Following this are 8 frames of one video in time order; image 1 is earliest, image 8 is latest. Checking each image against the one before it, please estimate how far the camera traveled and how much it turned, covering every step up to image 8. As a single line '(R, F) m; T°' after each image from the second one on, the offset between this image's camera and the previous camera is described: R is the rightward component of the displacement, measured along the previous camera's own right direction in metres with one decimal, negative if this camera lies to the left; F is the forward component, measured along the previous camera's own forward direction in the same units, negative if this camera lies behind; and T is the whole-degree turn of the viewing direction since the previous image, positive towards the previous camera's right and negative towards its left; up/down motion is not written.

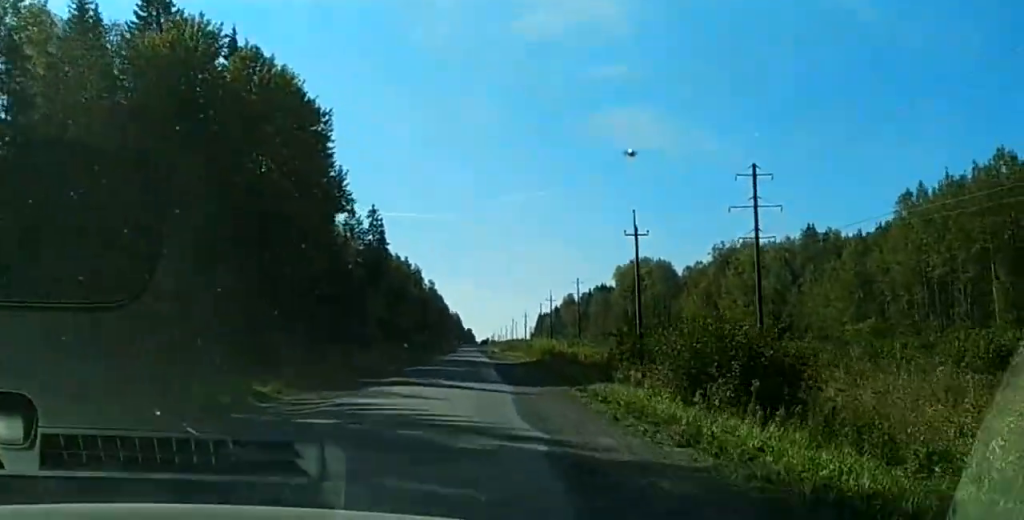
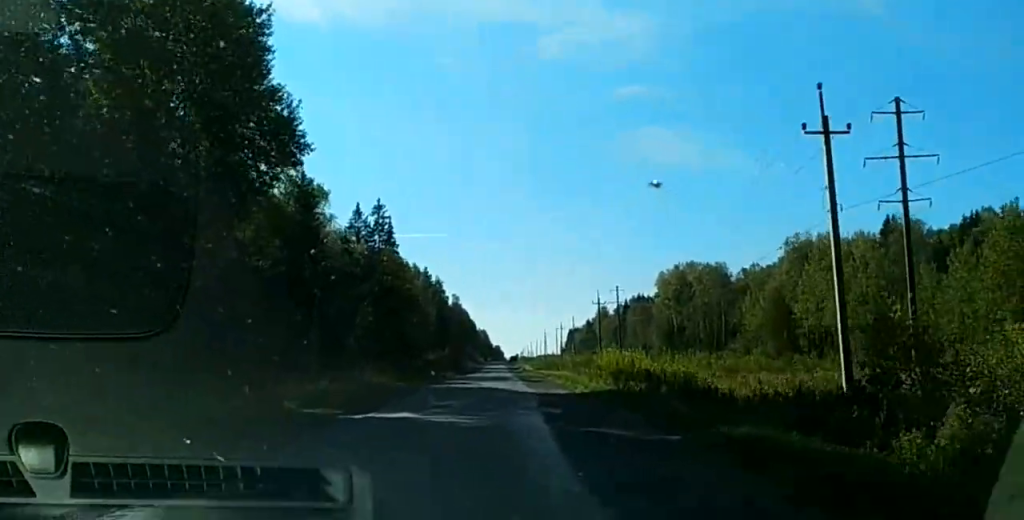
(+0.2, +29.5) m; +2°
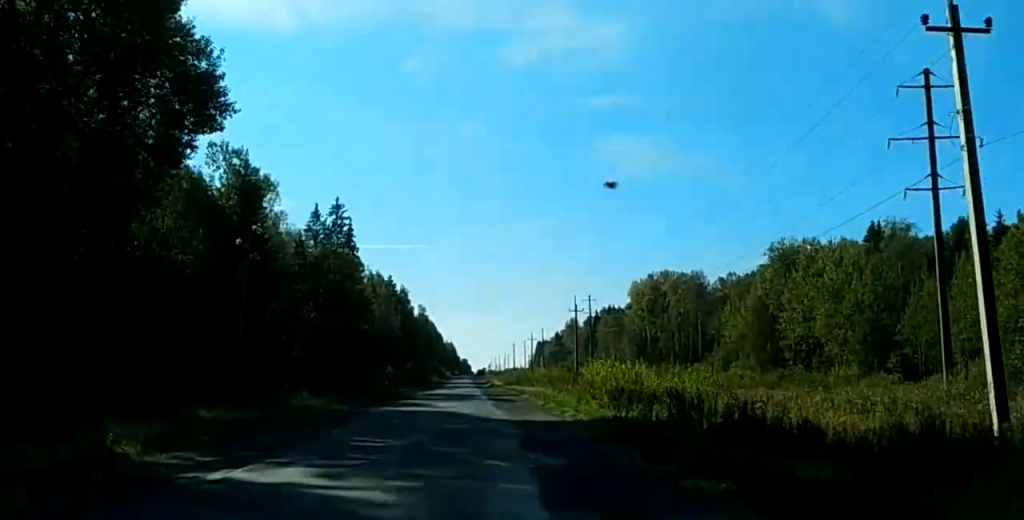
(+0.1, +10.2) m; +1°
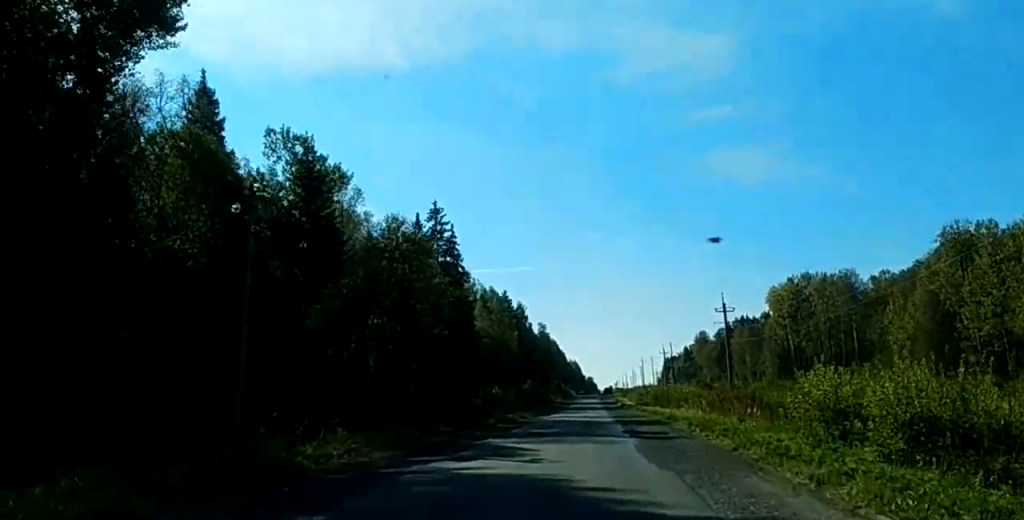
(+0.1, +18.5) m; 0°
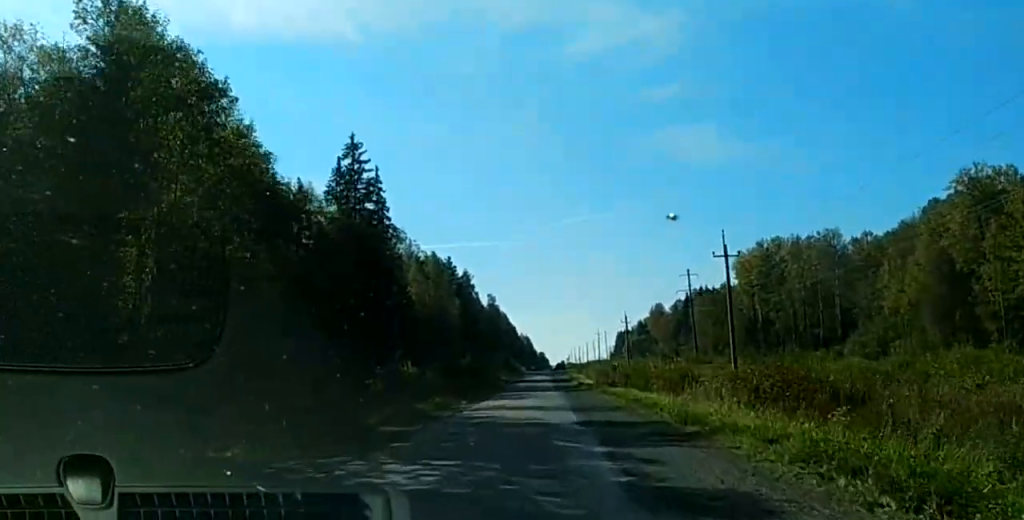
(0.0, +22.4) m; 0°
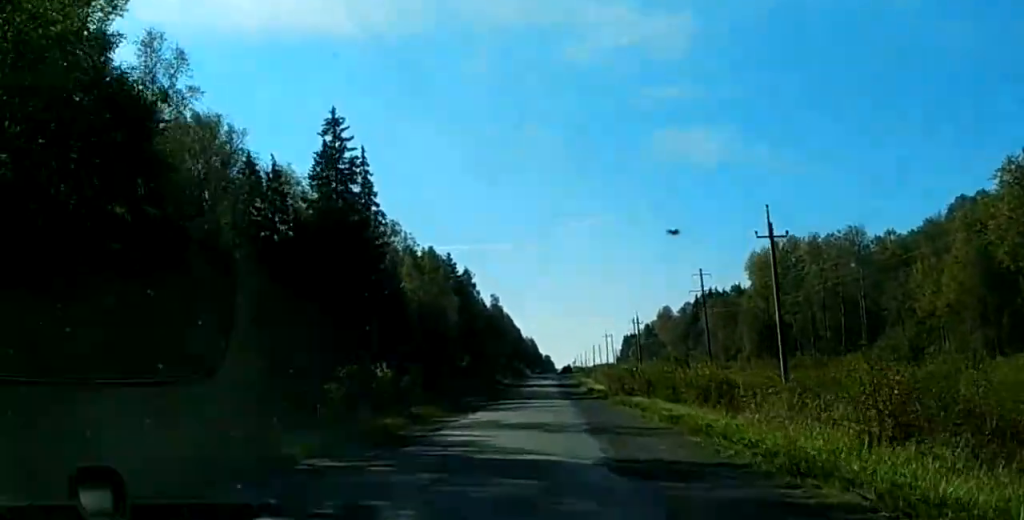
(0.0, +9.9) m; +1°
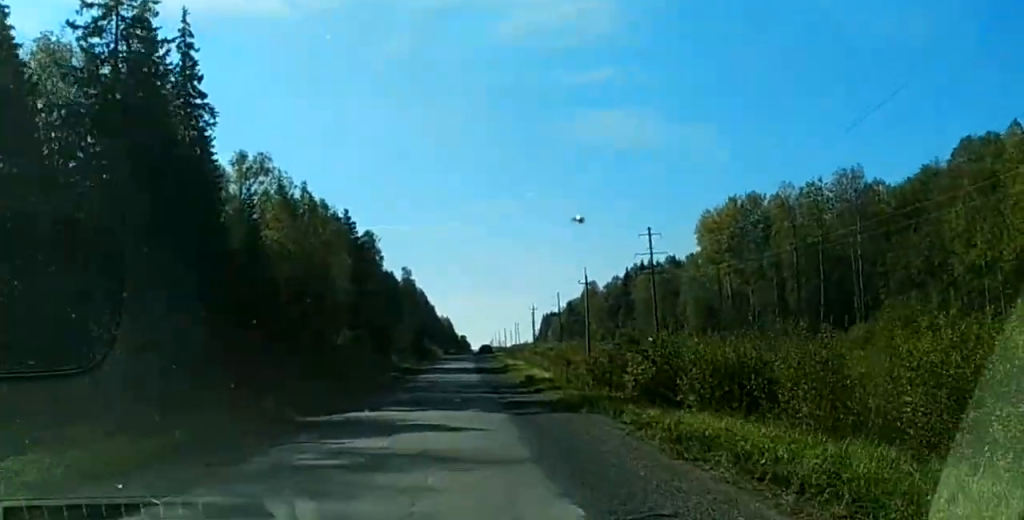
(+0.9, +34.9) m; +2°
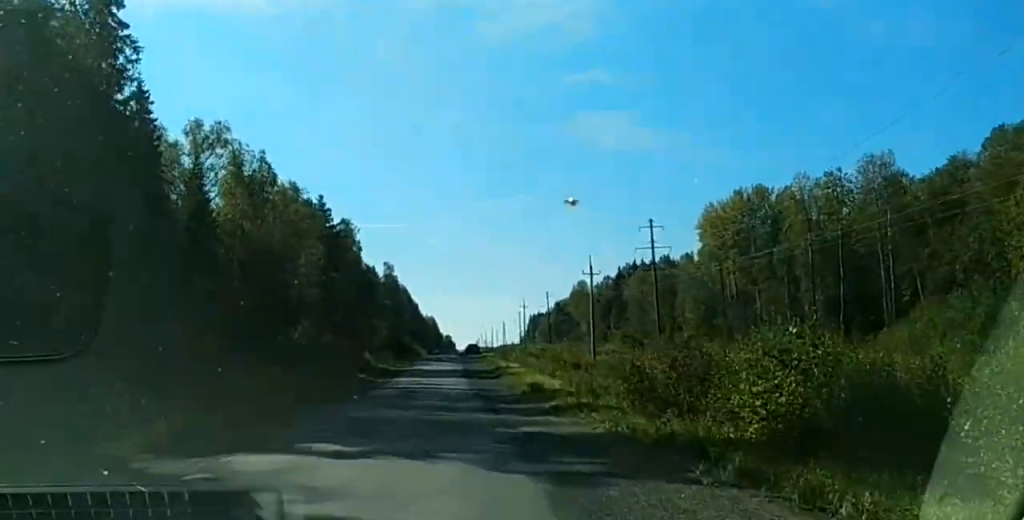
(-0.1, +12.7) m; -1°
